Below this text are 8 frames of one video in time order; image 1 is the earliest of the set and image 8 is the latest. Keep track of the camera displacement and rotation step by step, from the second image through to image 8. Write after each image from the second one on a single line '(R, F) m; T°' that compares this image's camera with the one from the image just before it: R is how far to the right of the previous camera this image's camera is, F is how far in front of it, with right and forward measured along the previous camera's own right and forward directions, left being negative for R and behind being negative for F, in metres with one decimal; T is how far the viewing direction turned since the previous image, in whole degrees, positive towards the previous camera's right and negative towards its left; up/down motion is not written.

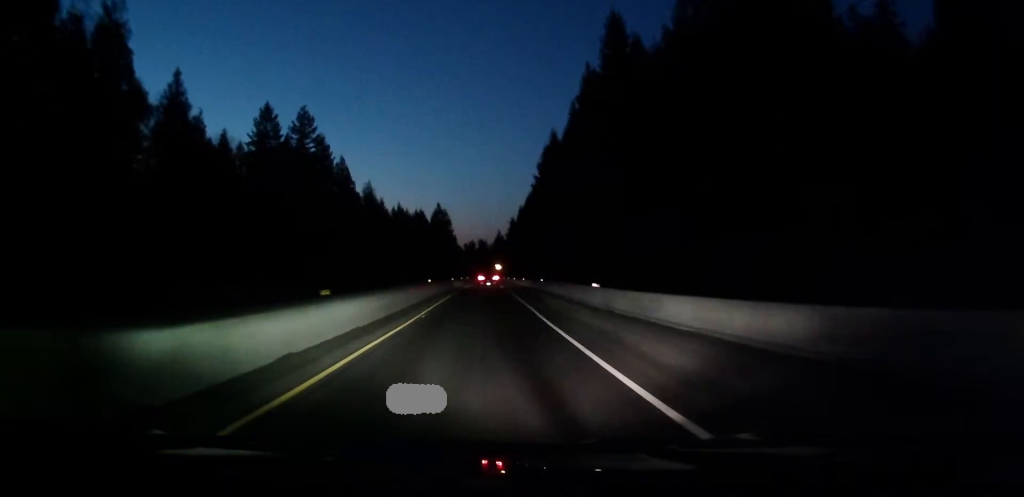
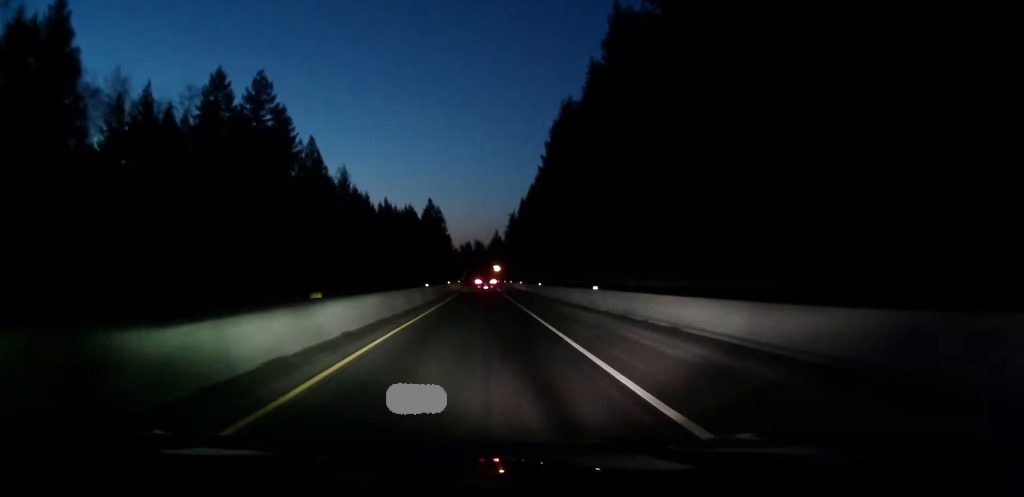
(+0.3, +25.5) m; +1°
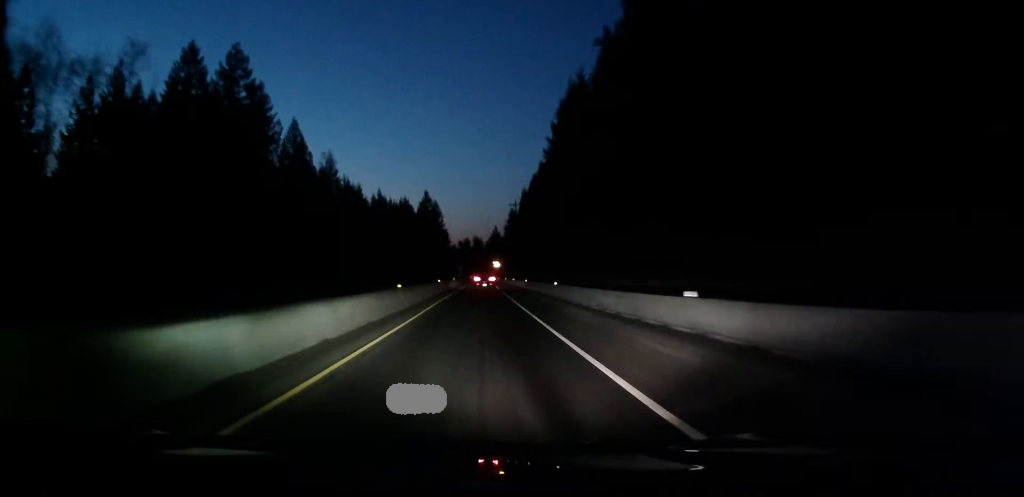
(+0.3, +12.0) m; 0°
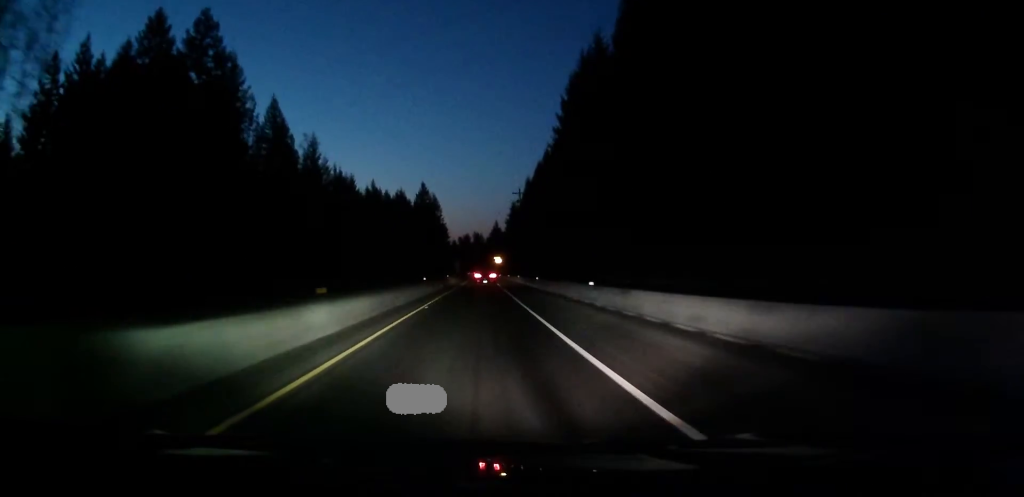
(-0.2, +12.8) m; 0°
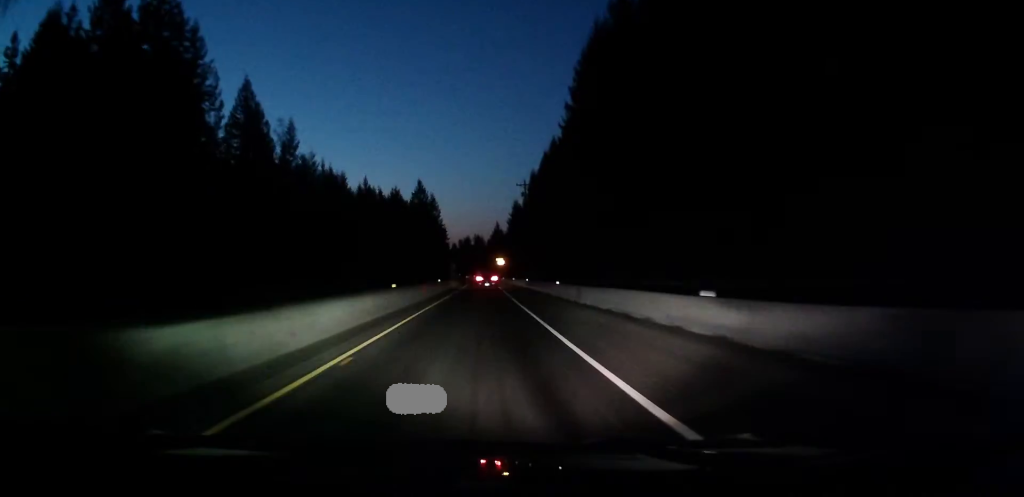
(-0.2, +13.7) m; 0°
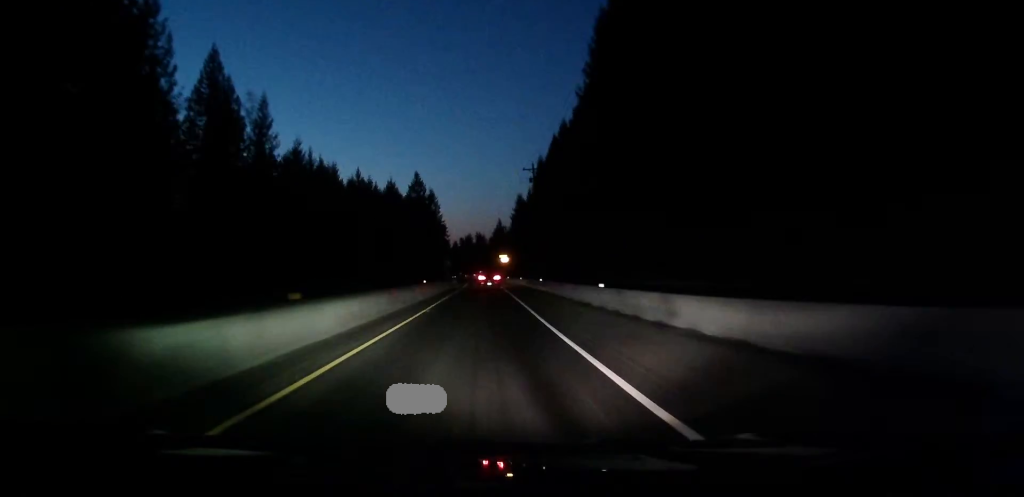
(+0.2, +13.6) m; 0°
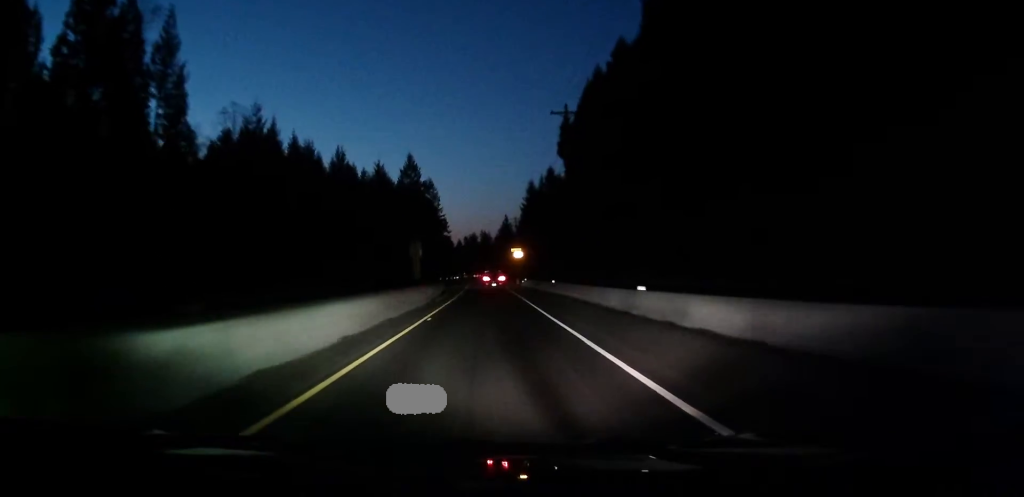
(+0.2, +30.6) m; 0°
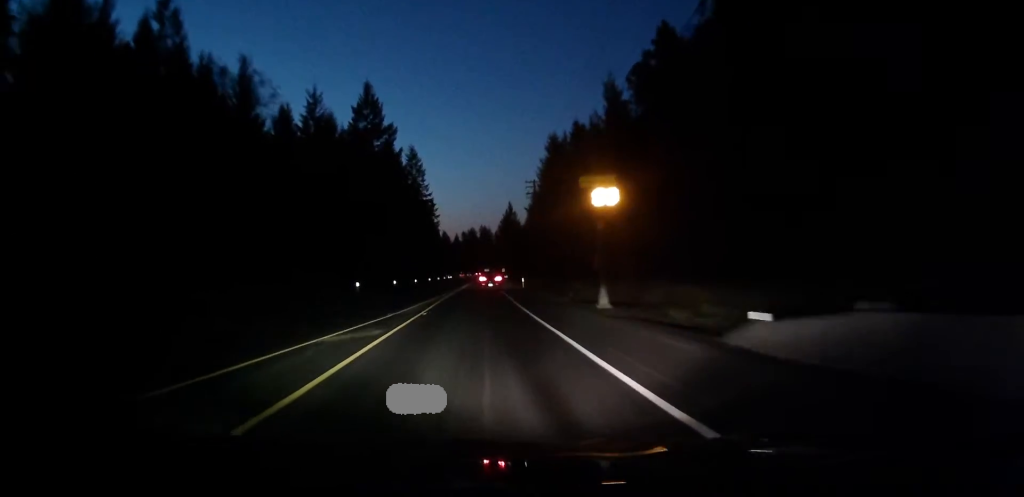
(-0.6, +60.1) m; -2°
